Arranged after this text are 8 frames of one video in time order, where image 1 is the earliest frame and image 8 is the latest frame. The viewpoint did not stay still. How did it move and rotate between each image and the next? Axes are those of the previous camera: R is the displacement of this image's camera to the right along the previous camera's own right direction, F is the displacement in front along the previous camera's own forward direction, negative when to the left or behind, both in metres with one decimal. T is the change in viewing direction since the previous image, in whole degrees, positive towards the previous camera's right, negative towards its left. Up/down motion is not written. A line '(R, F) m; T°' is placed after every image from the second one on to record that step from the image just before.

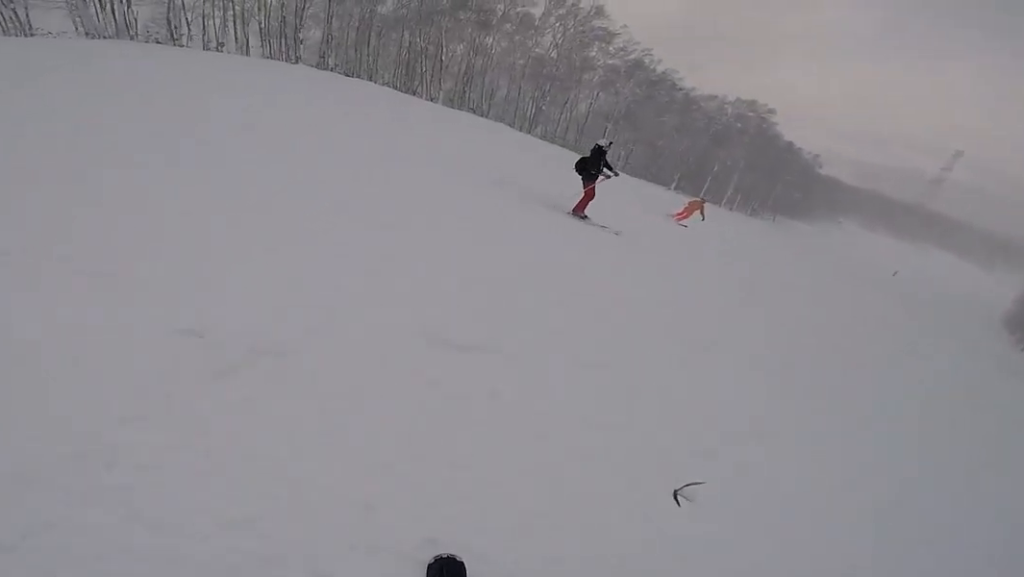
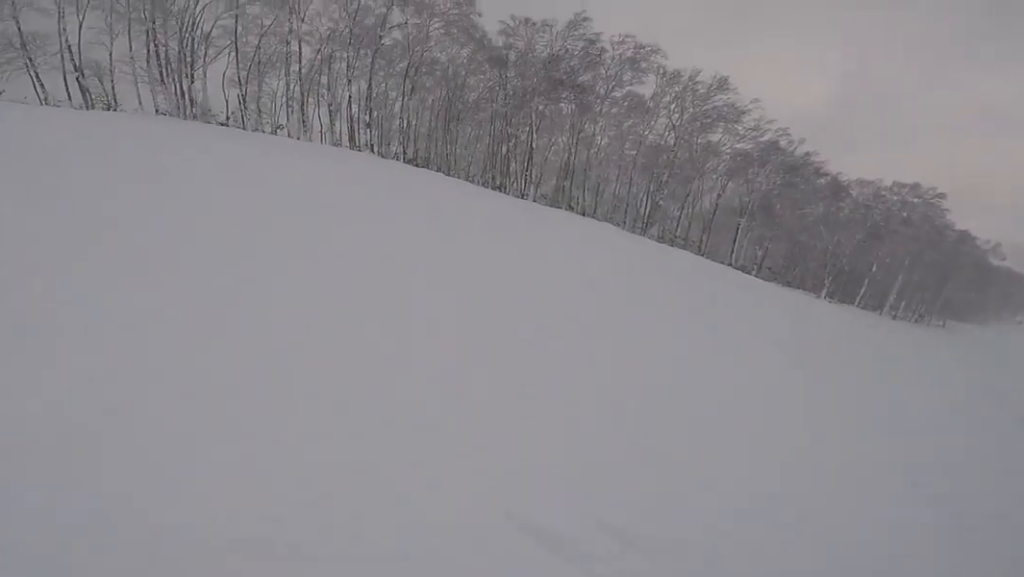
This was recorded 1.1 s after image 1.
(-1.5, +6.9) m; -10°
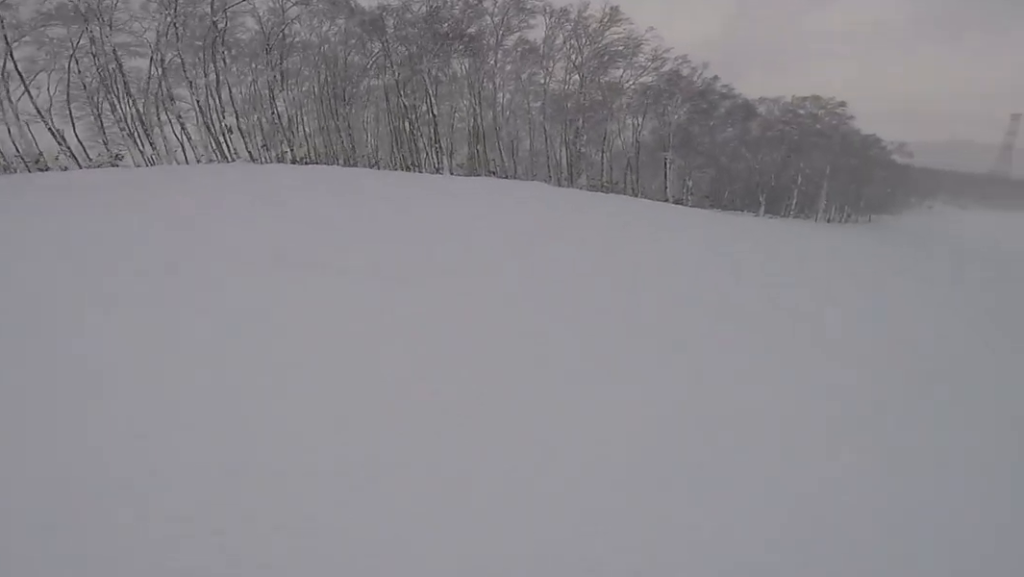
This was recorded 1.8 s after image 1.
(+0.2, +4.7) m; +4°
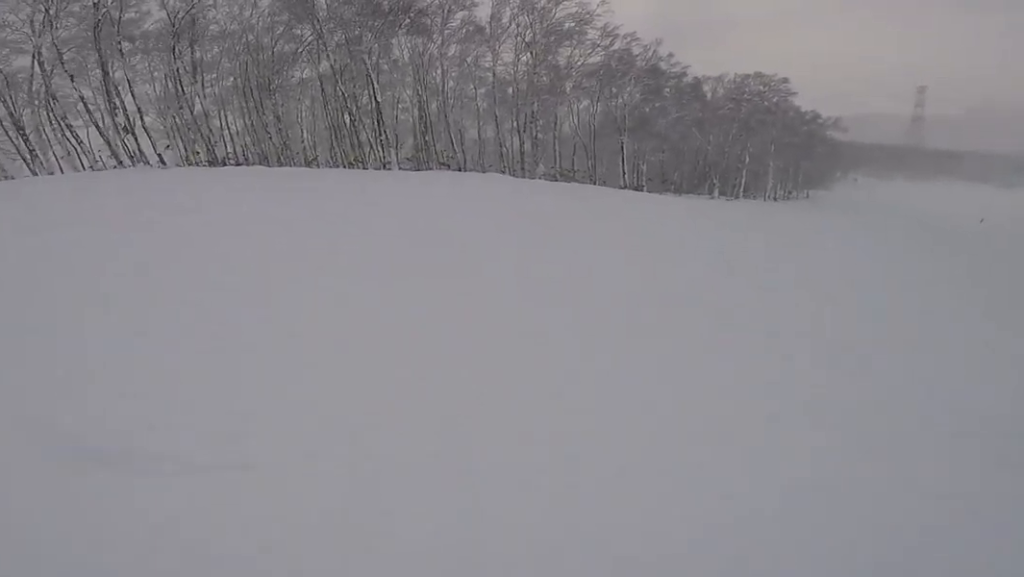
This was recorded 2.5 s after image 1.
(+0.2, +4.2) m; +23°
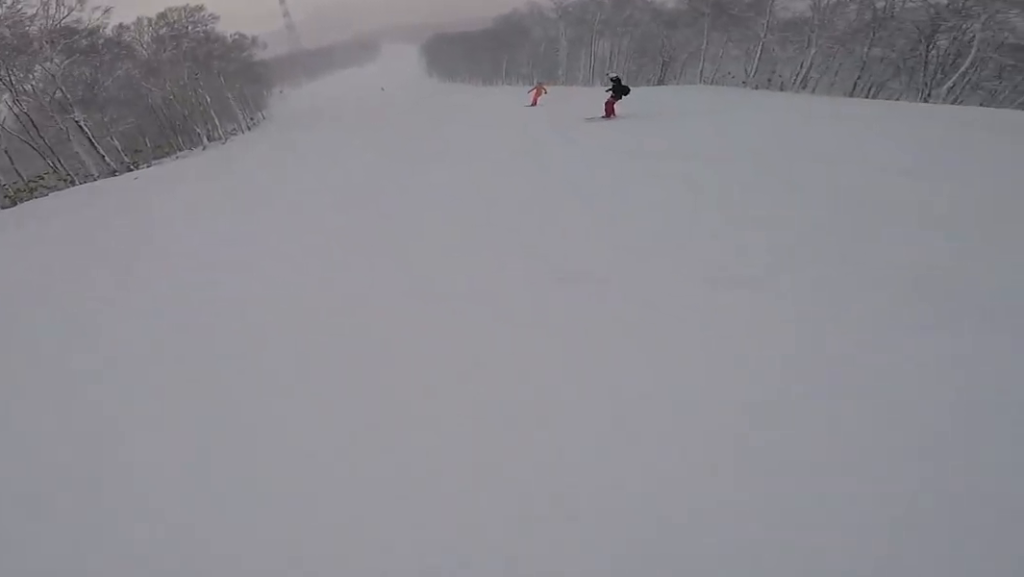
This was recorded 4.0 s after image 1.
(+4.7, +6.8) m; +55°
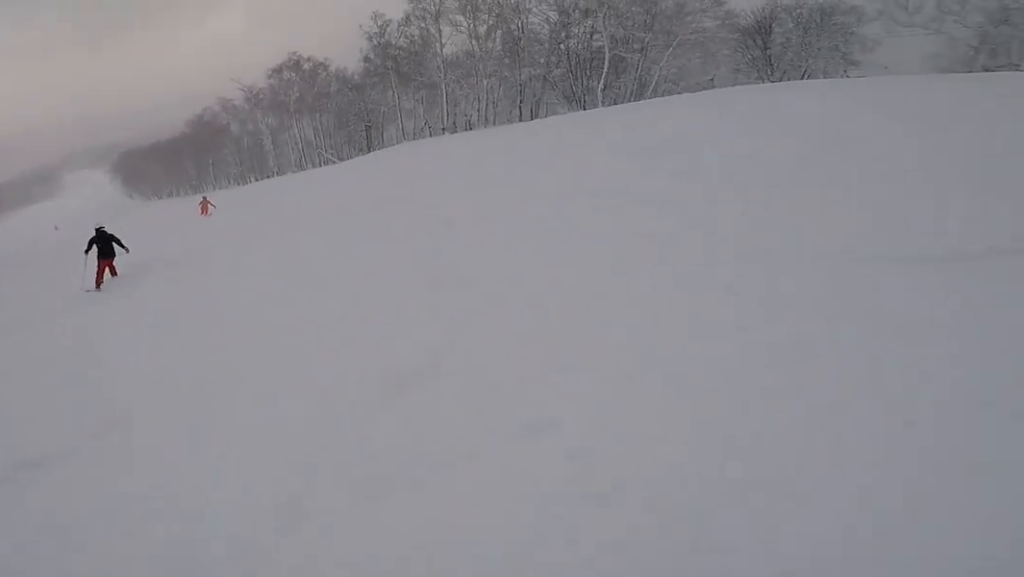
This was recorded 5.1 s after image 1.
(+0.4, +7.4) m; +13°
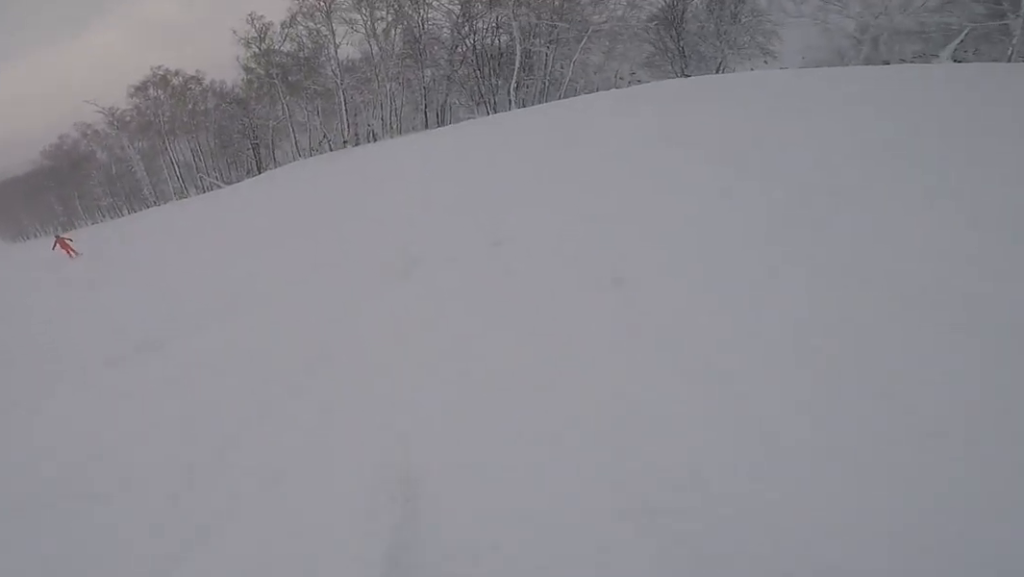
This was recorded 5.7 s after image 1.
(+1.1, +5.1) m; -2°
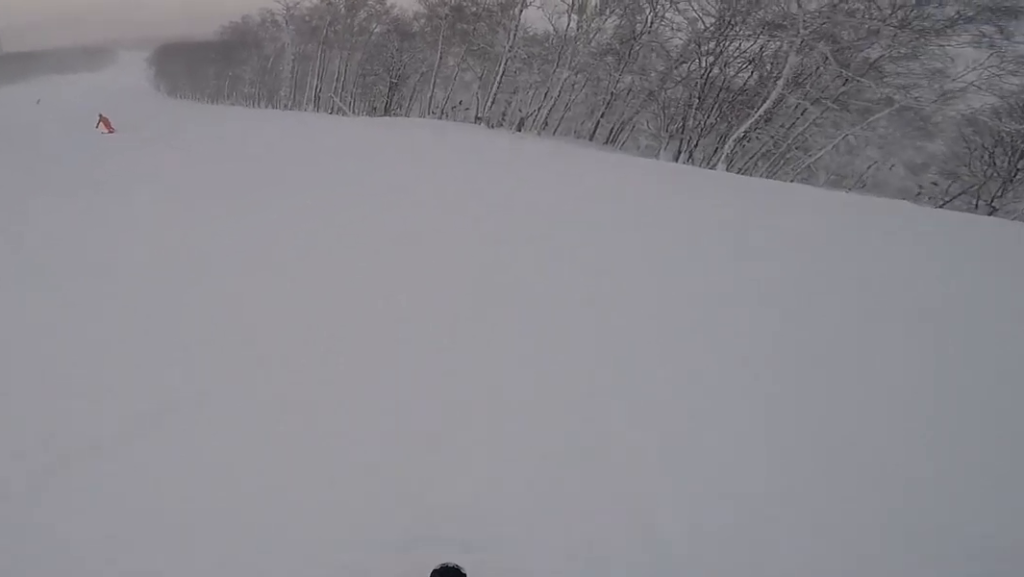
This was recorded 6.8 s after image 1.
(-1.3, +8.4) m; -22°
